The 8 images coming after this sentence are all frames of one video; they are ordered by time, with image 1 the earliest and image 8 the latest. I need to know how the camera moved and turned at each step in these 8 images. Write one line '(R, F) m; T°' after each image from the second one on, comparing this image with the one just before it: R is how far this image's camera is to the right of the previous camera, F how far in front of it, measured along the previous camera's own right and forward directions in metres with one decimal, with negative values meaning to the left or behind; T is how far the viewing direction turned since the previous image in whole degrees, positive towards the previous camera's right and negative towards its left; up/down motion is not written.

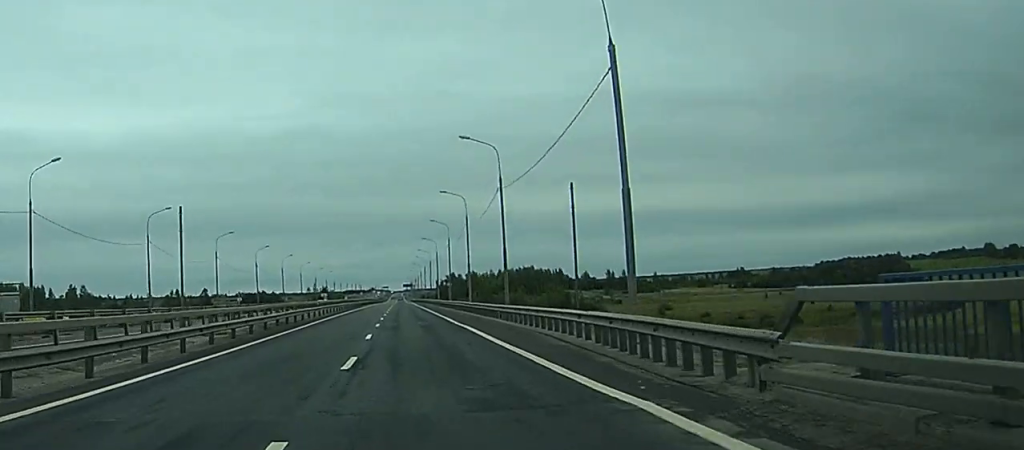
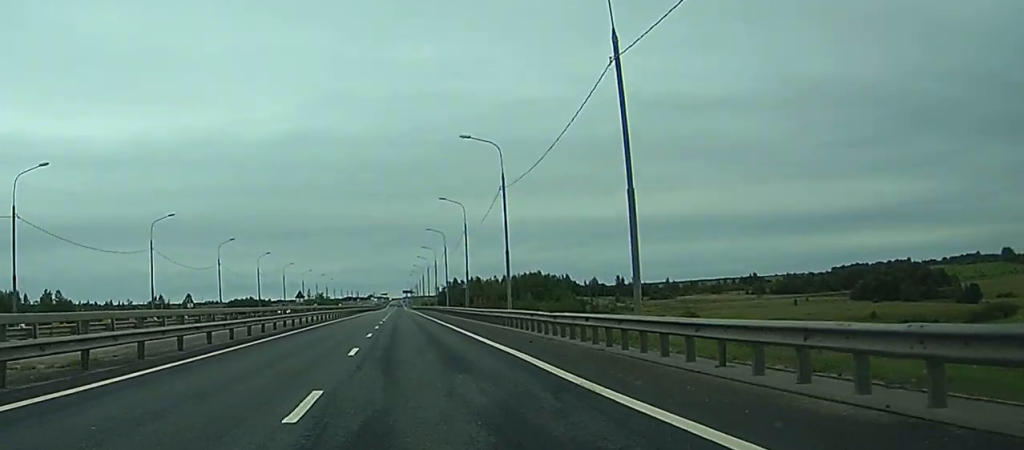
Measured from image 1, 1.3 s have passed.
(+0.2, +31.6) m; +1°
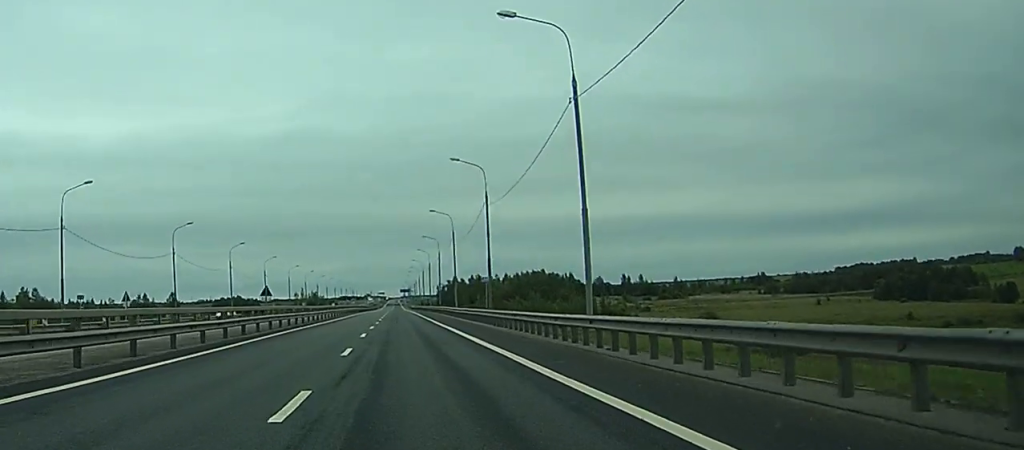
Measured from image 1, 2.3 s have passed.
(+0.1, +23.9) m; 0°
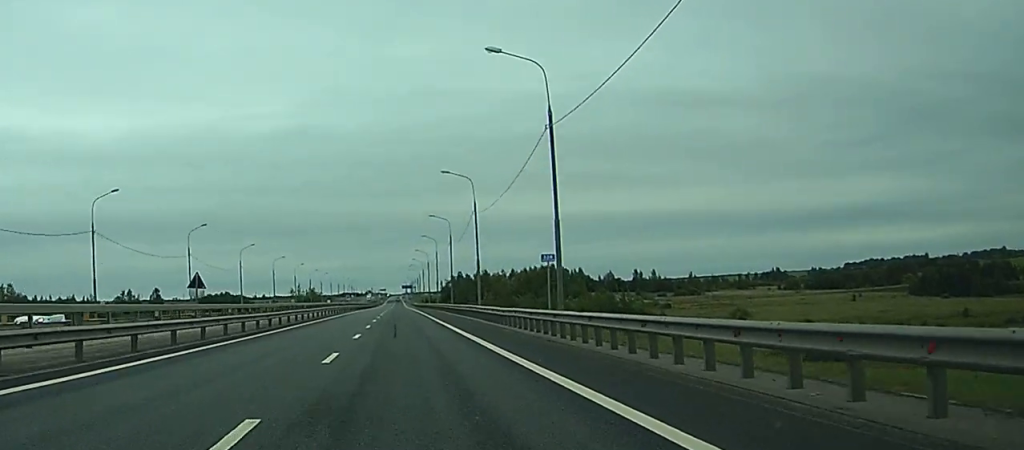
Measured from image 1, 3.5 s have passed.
(+0.1, +27.3) m; 0°
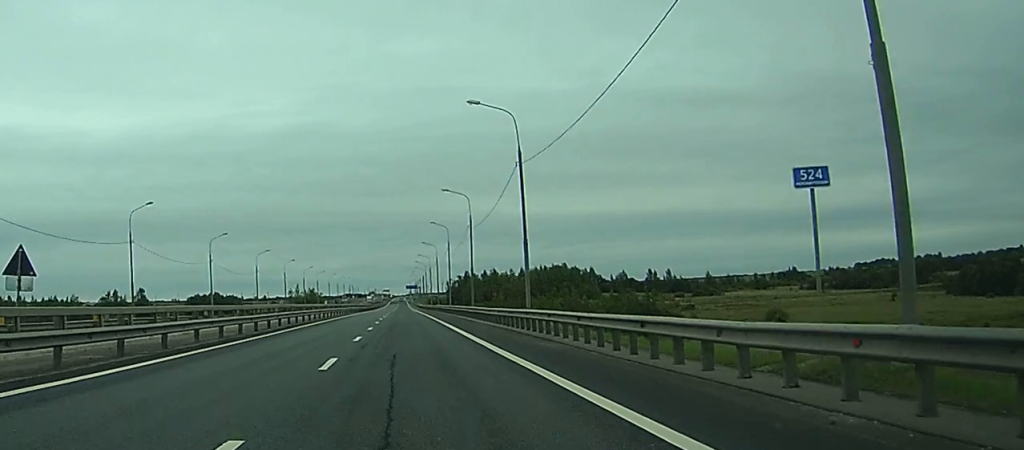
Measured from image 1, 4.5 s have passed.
(0.0, +25.1) m; 0°
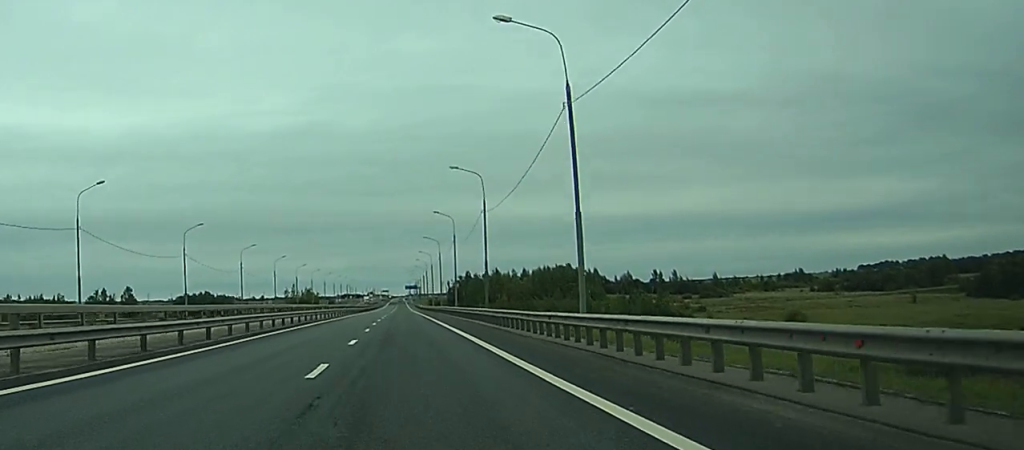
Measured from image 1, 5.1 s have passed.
(0.0, +13.9) m; 0°
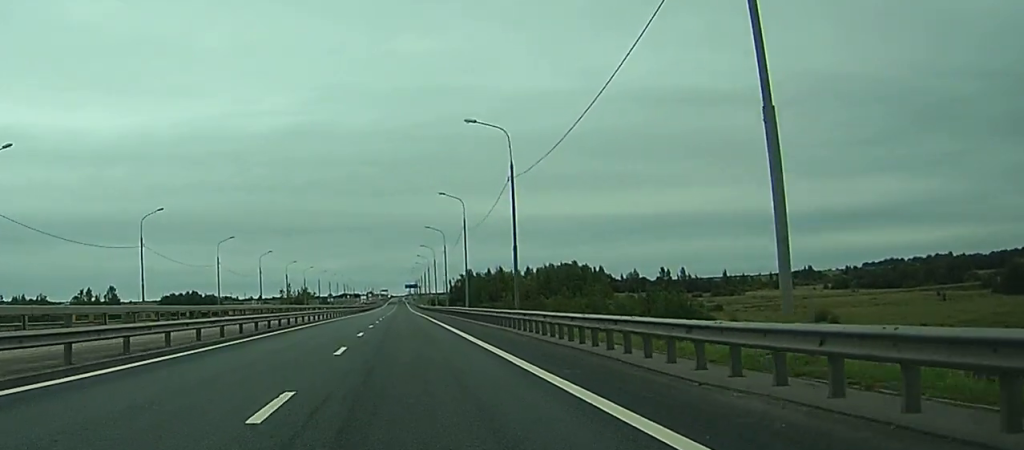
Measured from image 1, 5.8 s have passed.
(0.0, +17.2) m; 0°
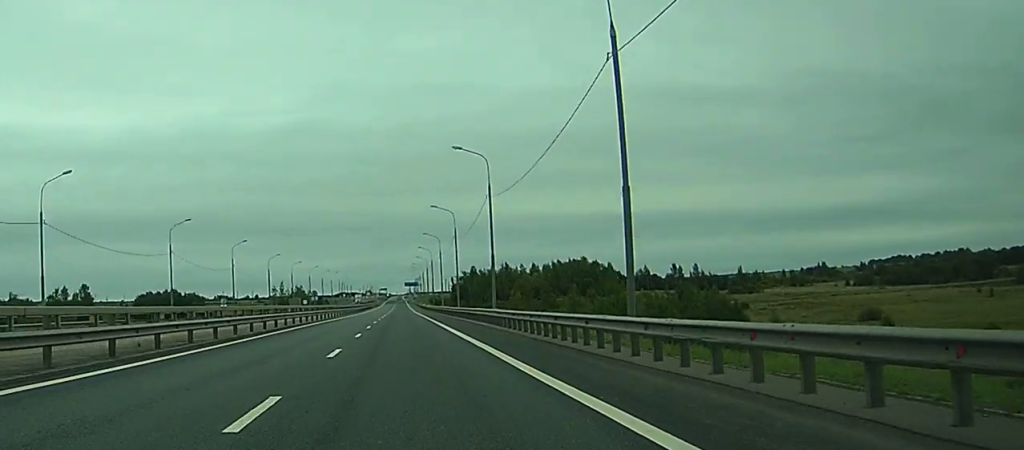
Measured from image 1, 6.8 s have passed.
(-0.1, +24.8) m; 0°
